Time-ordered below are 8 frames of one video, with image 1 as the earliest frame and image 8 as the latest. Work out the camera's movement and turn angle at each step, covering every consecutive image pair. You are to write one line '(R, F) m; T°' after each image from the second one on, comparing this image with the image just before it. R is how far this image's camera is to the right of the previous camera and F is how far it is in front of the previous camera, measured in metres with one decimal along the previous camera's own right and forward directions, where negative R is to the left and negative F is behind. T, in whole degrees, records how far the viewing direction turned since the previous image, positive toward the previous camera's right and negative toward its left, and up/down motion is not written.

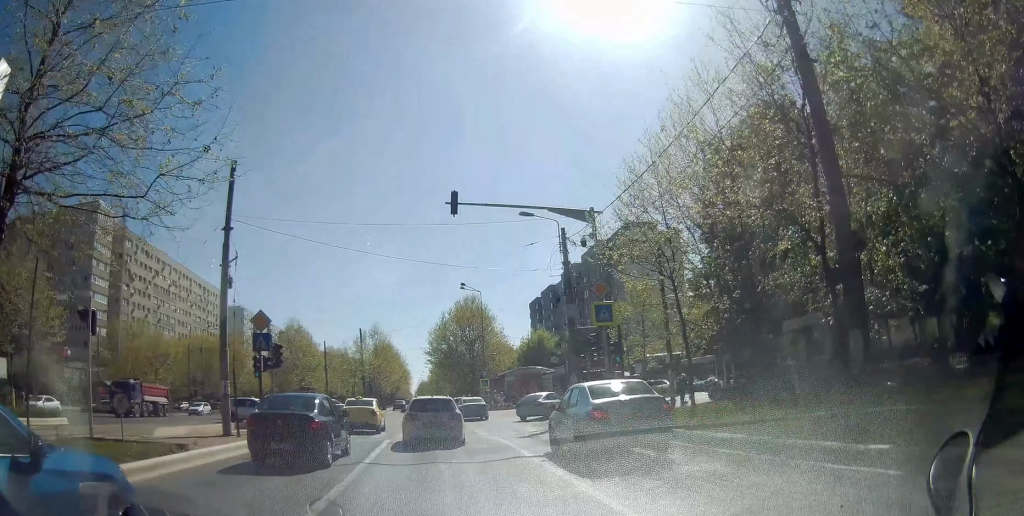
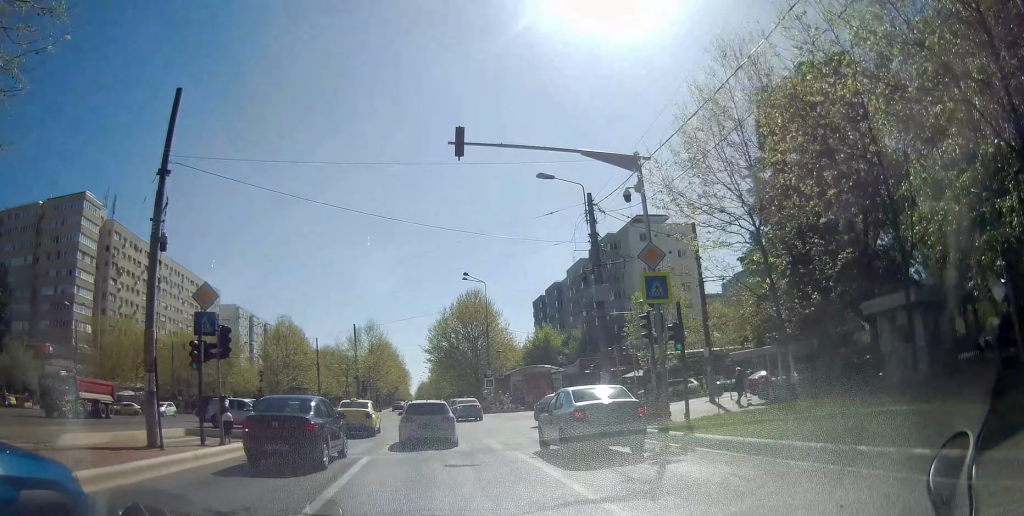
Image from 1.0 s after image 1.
(-0.1, +5.9) m; -4°
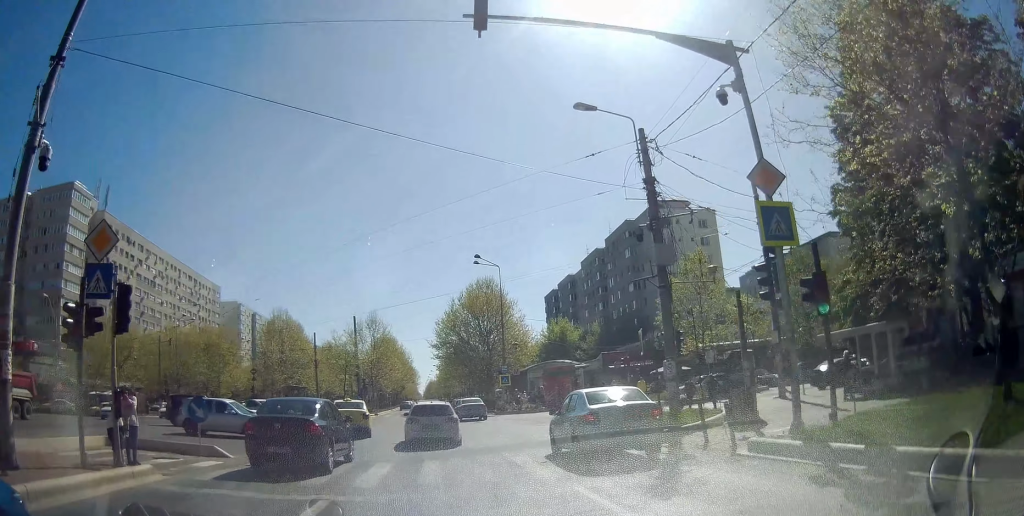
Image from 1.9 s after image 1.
(-0.4, +6.1) m; 0°
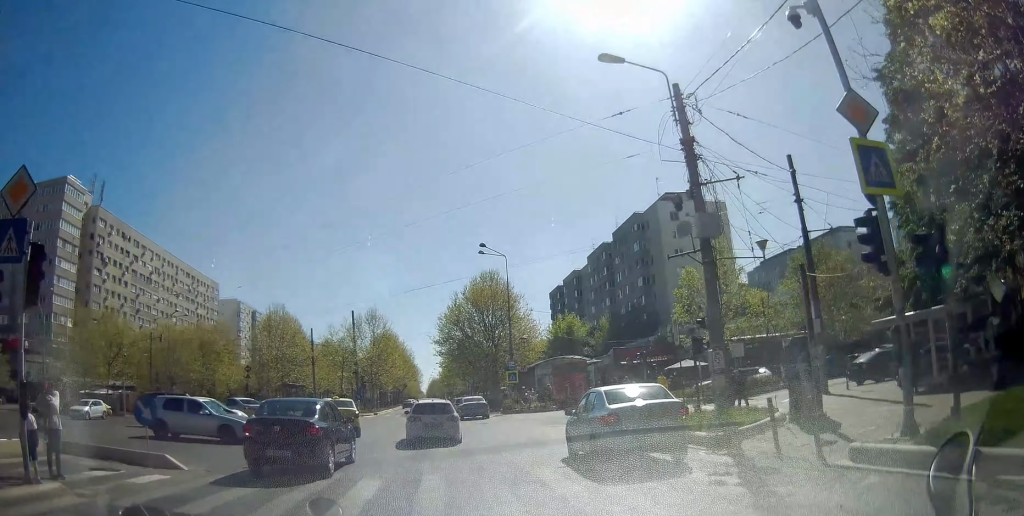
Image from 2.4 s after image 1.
(+0.2, +3.0) m; +1°
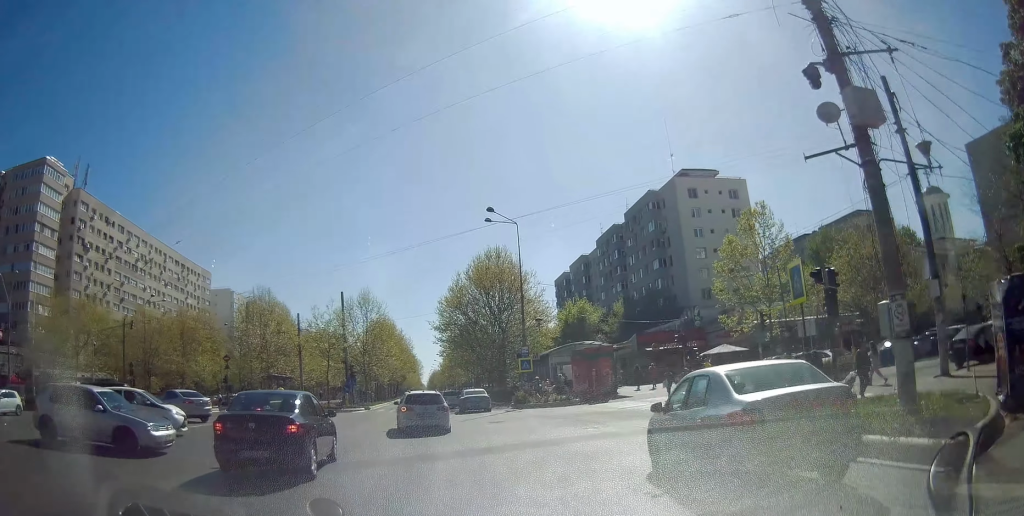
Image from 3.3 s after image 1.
(+0.1, +6.6) m; 0°
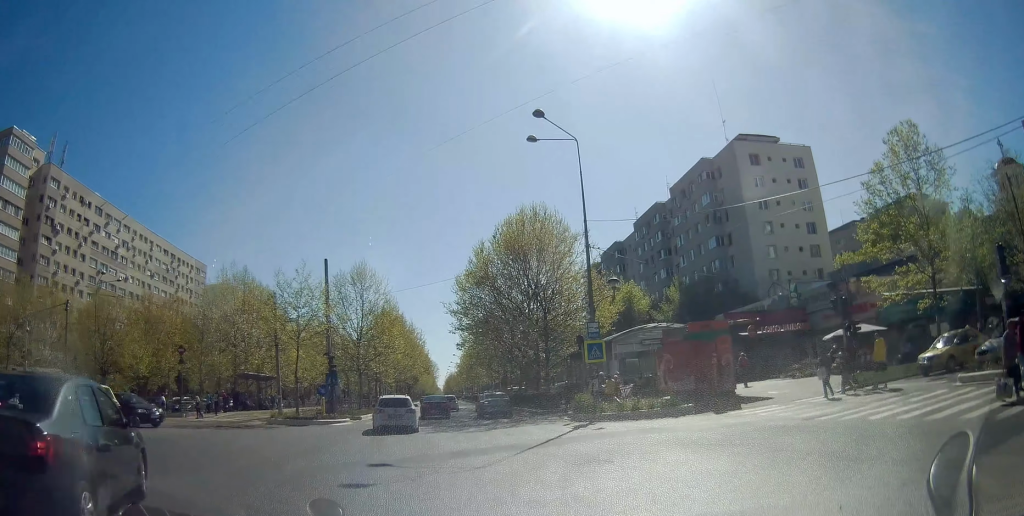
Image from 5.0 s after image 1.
(-0.2, +14.3) m; -1°
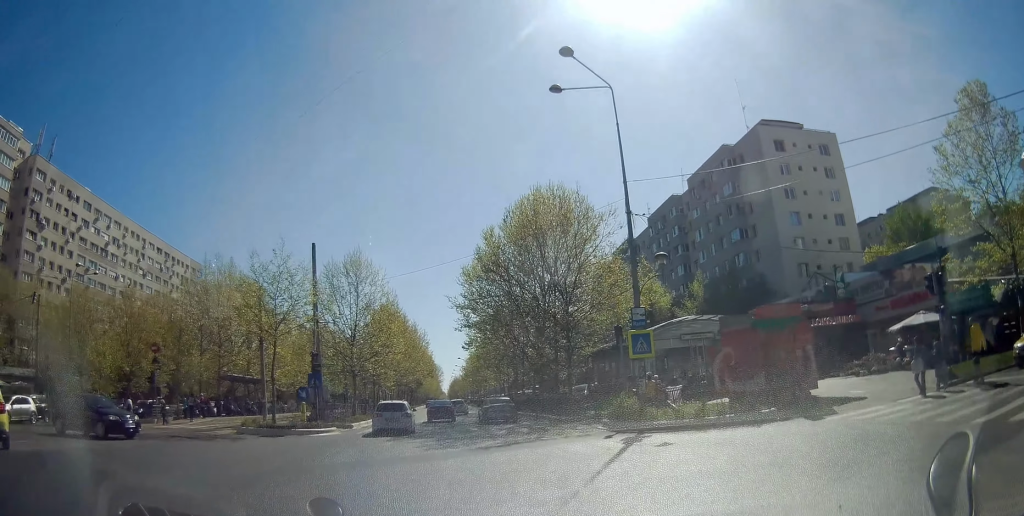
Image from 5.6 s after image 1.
(0.0, +5.5) m; -2°
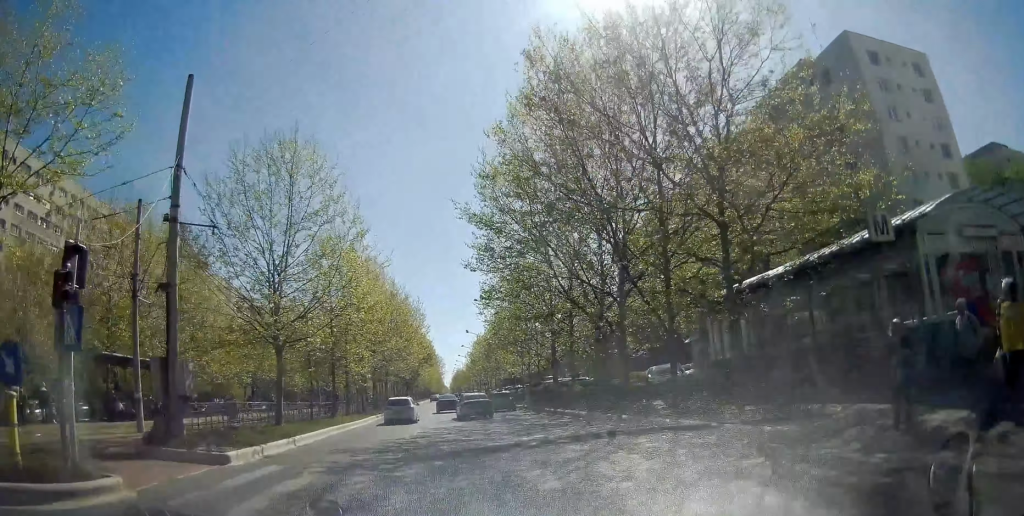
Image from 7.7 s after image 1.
(-0.5, +18.6) m; +2°
